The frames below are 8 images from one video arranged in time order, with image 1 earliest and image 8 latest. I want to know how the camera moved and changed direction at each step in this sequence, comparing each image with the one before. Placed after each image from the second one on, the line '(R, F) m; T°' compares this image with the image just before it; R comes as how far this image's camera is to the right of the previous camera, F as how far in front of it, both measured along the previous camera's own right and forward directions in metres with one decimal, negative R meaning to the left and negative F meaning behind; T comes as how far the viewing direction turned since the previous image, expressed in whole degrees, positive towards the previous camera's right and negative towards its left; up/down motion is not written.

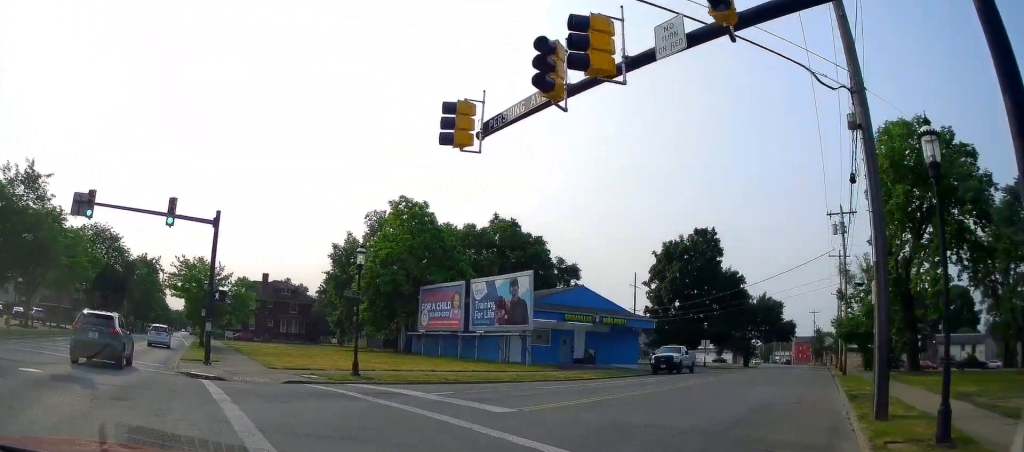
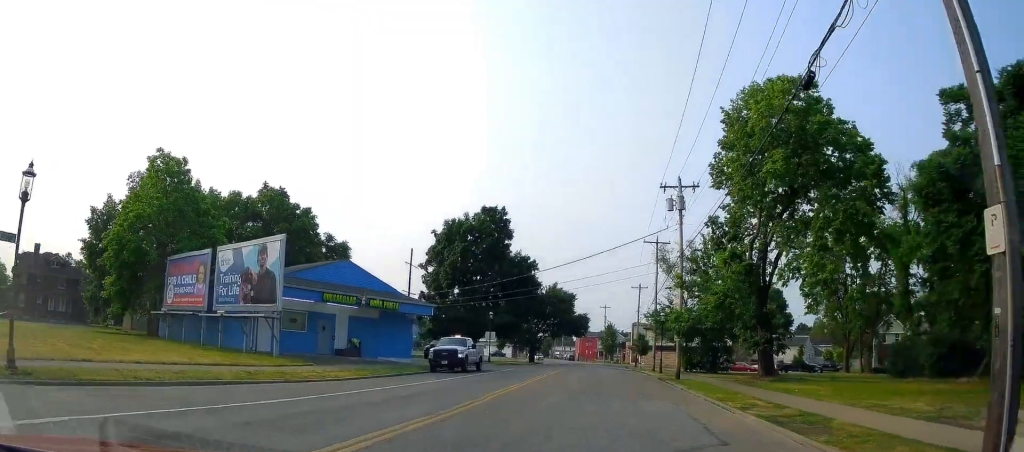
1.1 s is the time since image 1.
(+1.4, +6.4) m; +23°
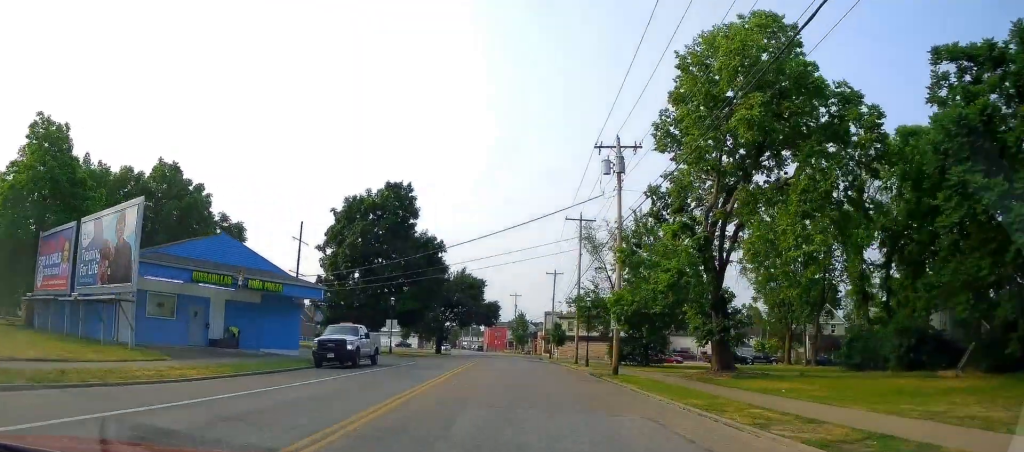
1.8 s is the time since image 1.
(+0.7, +5.1) m; +11°
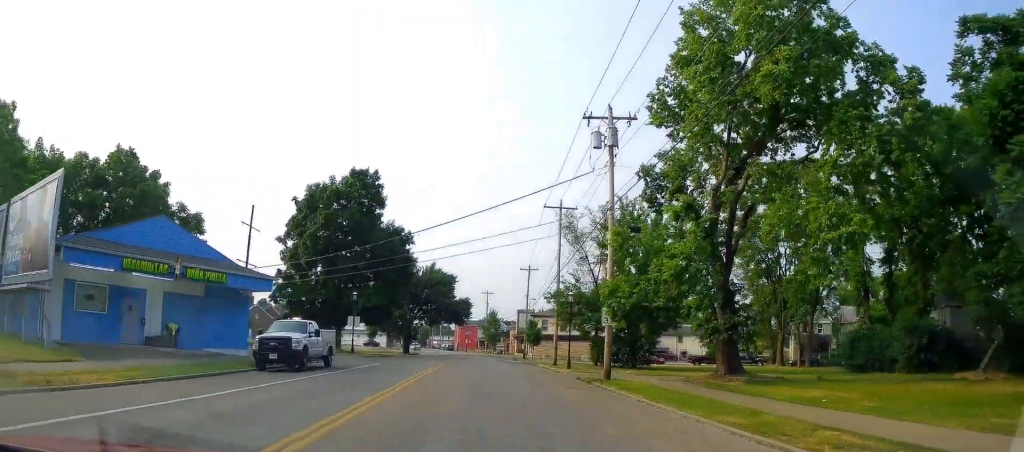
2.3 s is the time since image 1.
(+0.1, +3.5) m; +5°
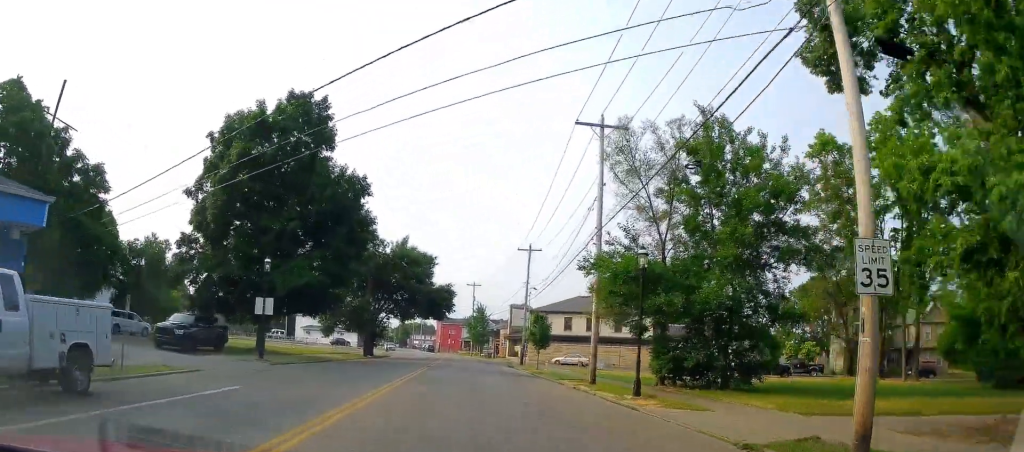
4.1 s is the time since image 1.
(+0.5, +15.9) m; 0°
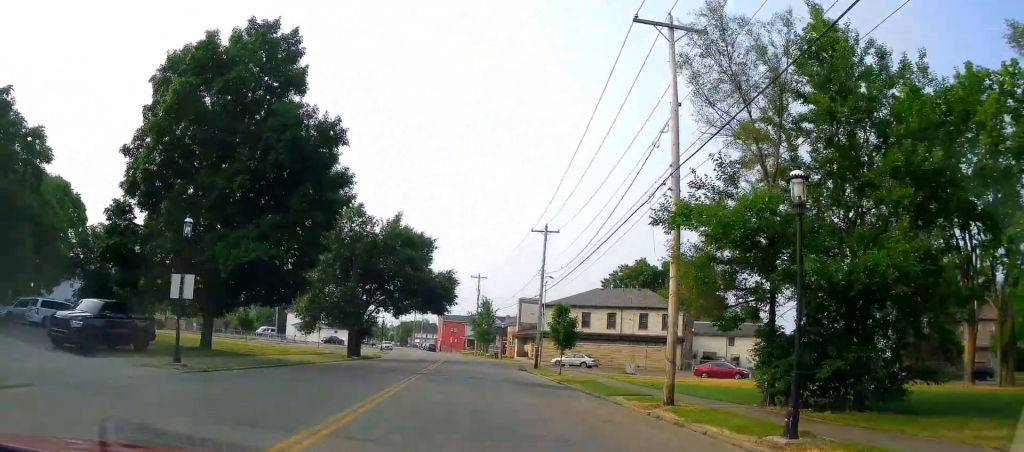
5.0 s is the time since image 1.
(+0.1, +9.1) m; +2°
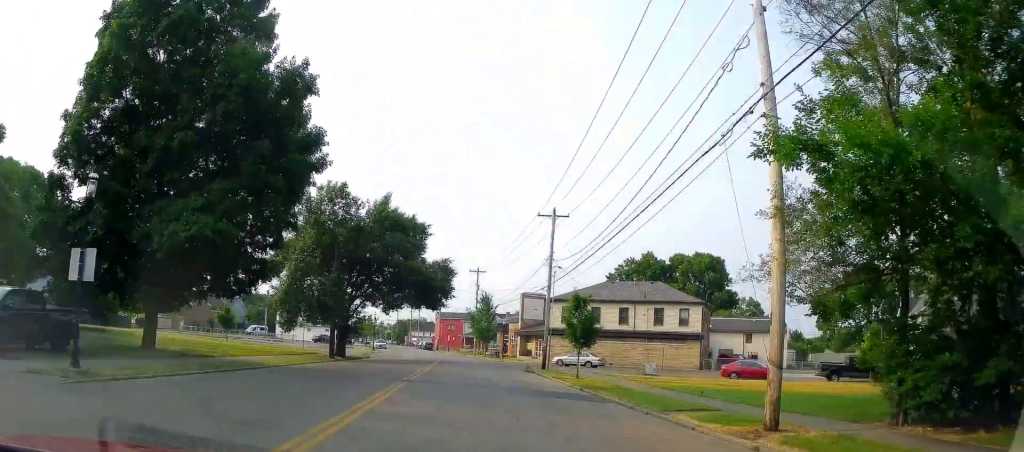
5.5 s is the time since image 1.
(+0.1, +6.0) m; +1°
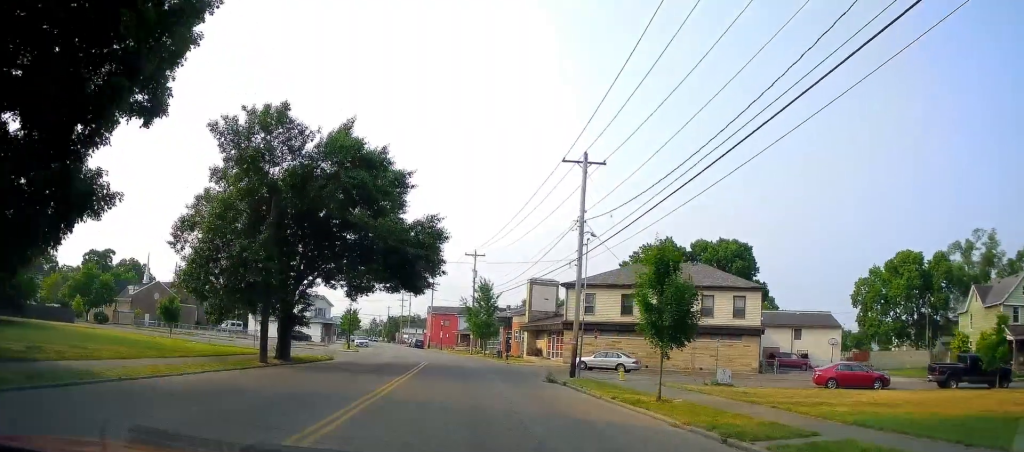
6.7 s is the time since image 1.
(+0.2, +14.0) m; 0°
